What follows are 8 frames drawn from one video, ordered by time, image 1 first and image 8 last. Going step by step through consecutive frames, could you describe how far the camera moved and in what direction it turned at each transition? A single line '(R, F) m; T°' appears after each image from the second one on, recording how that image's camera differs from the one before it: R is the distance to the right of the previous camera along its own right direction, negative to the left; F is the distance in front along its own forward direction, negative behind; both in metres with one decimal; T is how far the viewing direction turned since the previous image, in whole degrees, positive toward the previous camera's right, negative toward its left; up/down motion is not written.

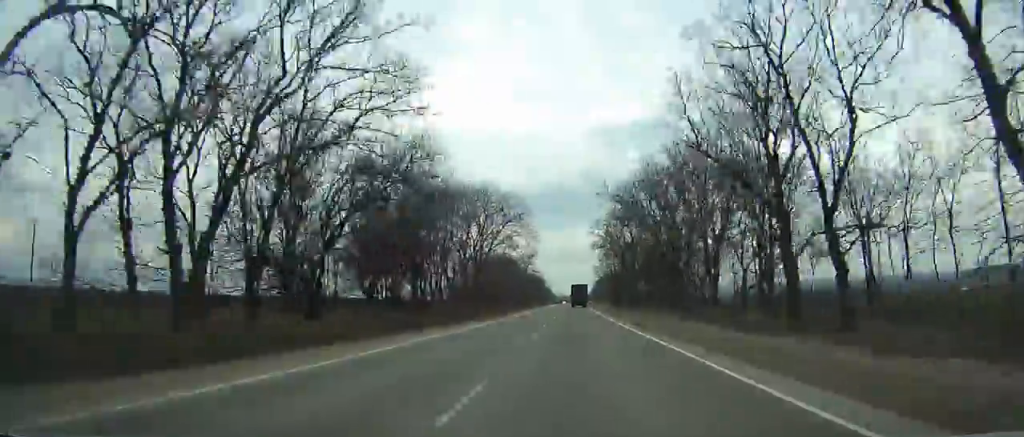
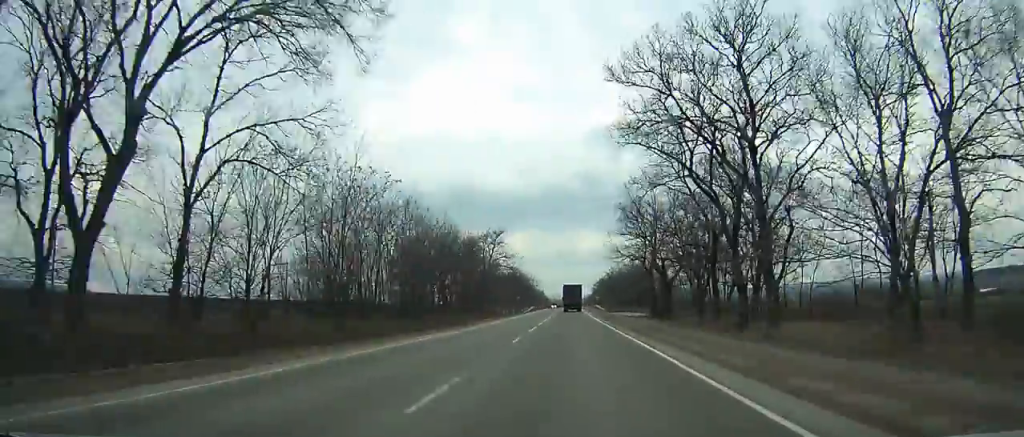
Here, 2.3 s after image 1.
(+0.1, +57.7) m; 0°
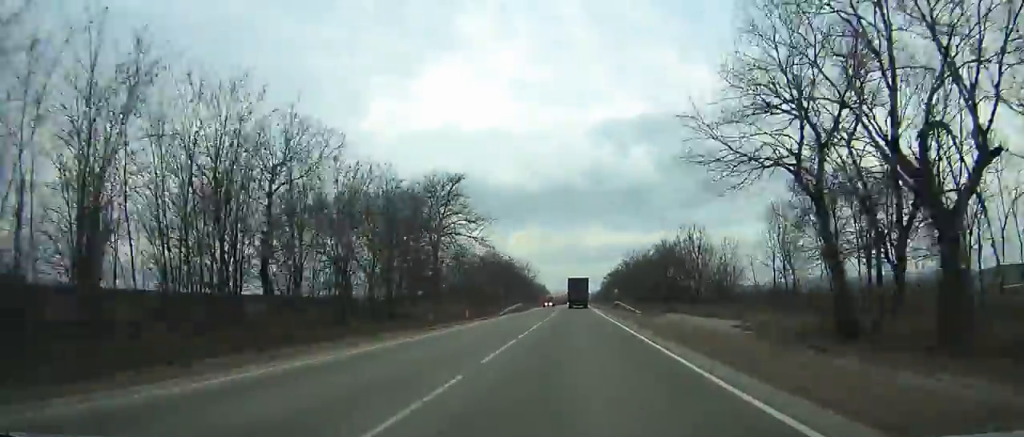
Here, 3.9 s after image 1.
(-0.2, +38.9) m; 0°
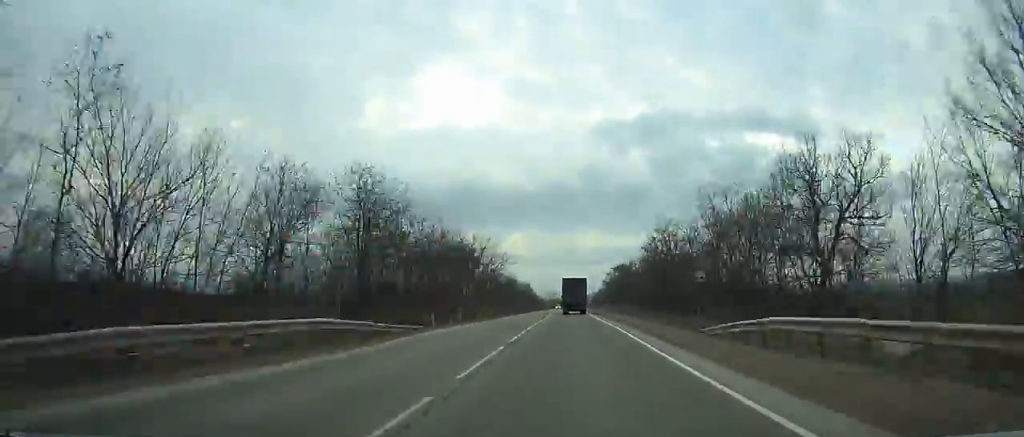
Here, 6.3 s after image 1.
(-0.1, +57.4) m; 0°
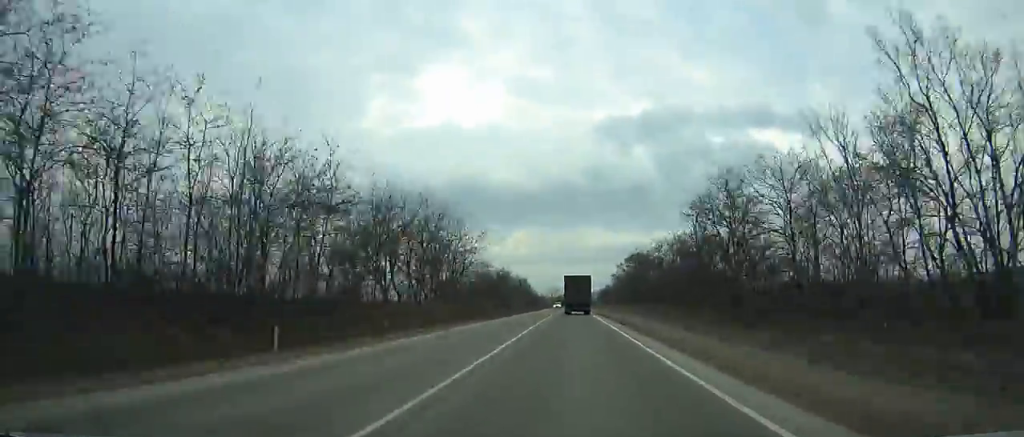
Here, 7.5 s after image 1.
(+0.1, +28.1) m; 0°
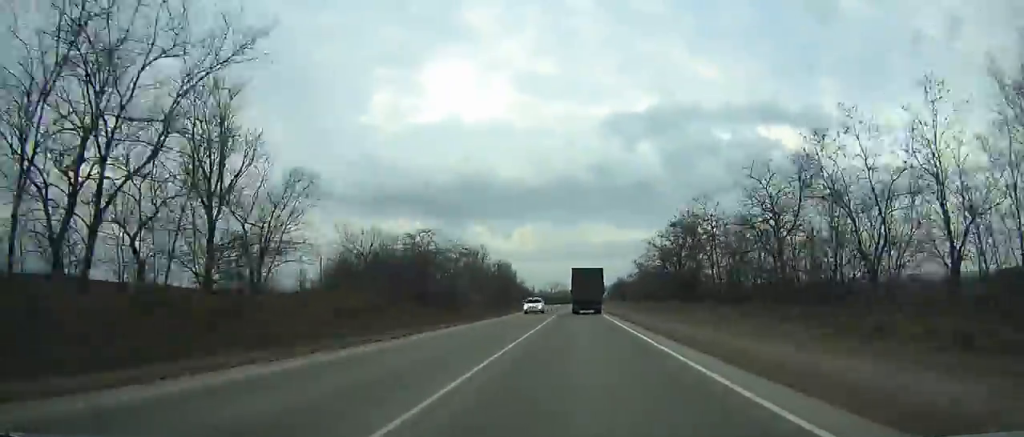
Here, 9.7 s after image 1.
(-0.1, +50.2) m; 0°
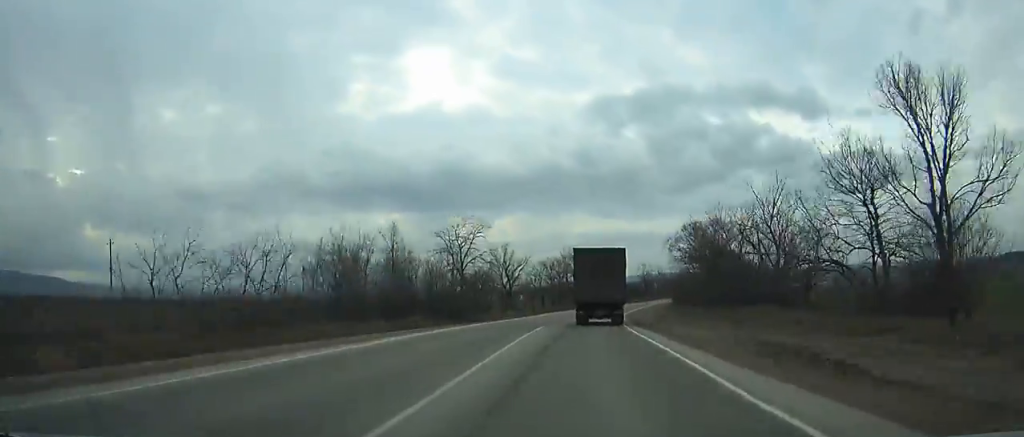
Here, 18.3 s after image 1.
(+3.6, +182.3) m; +5°
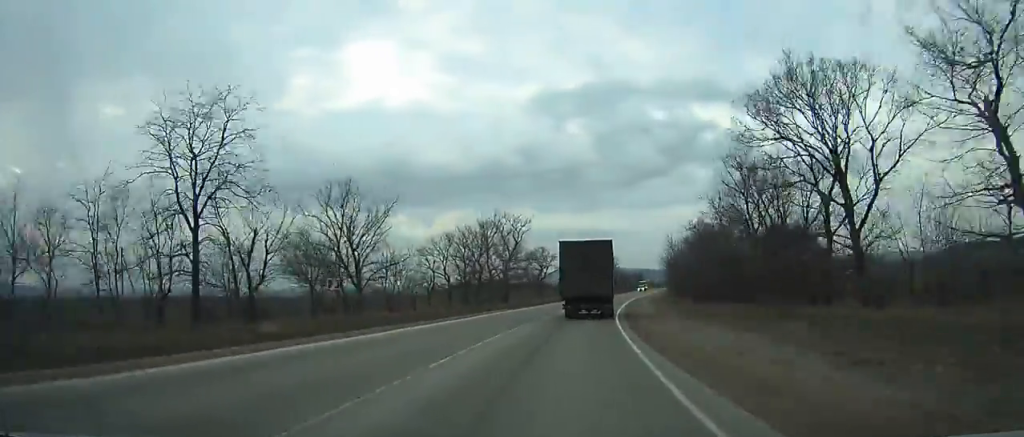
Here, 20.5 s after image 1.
(+0.7, +43.7) m; +4°
